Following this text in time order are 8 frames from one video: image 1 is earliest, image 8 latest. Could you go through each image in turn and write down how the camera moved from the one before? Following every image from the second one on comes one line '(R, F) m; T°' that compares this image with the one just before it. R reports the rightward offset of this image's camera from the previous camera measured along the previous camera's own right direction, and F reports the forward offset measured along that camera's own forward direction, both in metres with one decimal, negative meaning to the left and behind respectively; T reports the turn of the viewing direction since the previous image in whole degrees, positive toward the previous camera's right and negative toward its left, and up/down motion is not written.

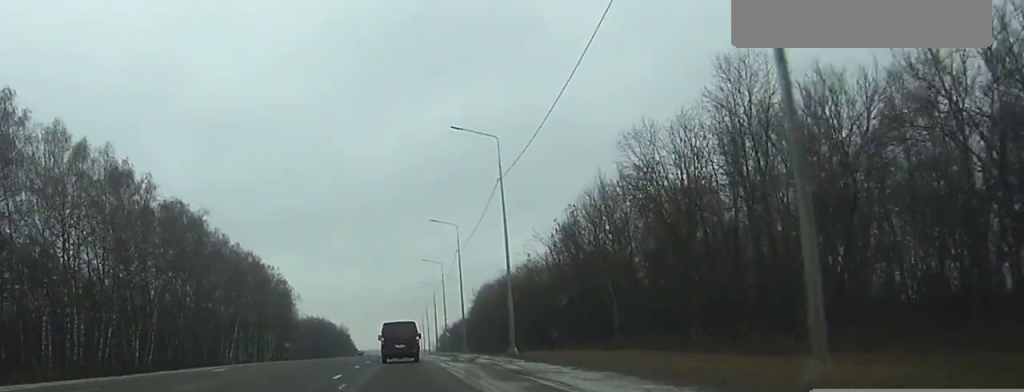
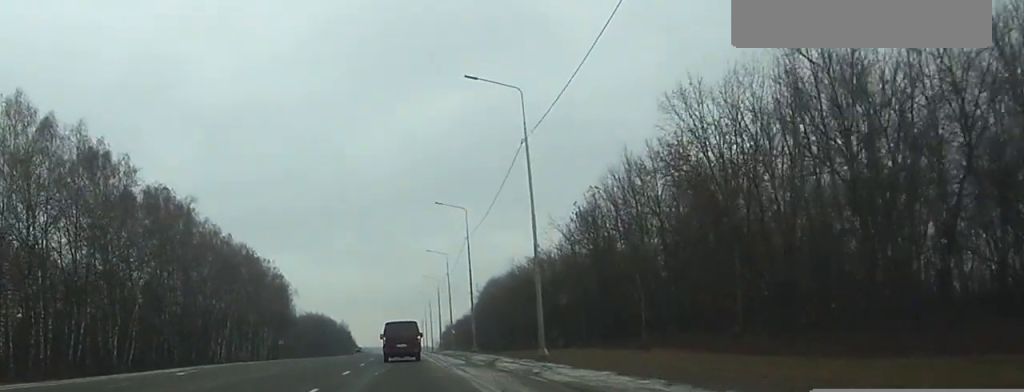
(0.0, +9.0) m; 0°
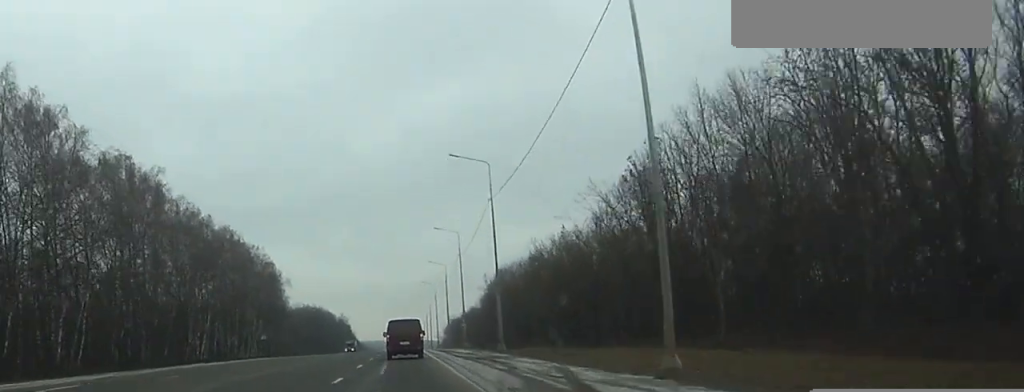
(-0.1, +17.7) m; 0°
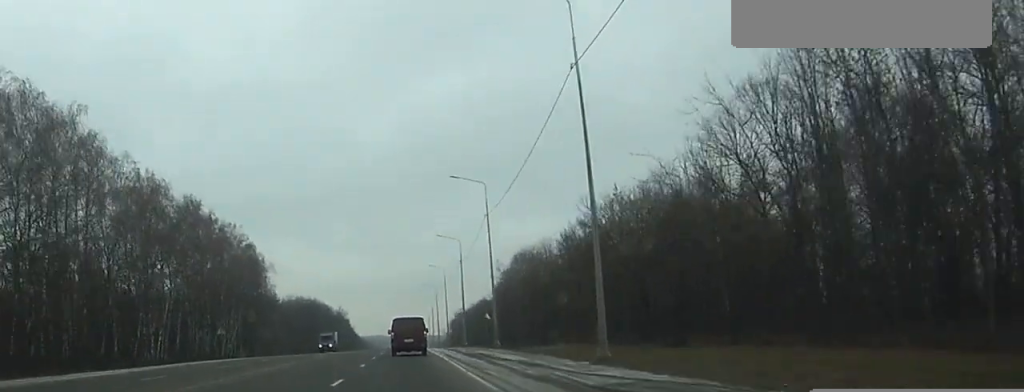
(0.0, +27.1) m; 0°
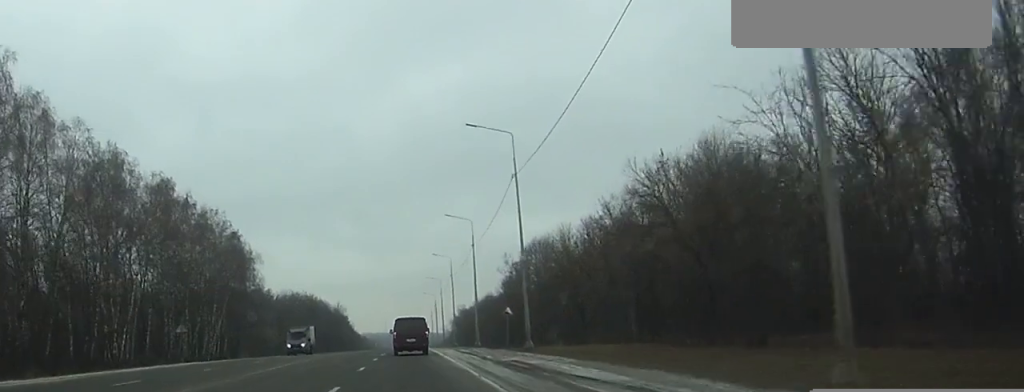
(0.0, +15.5) m; 0°
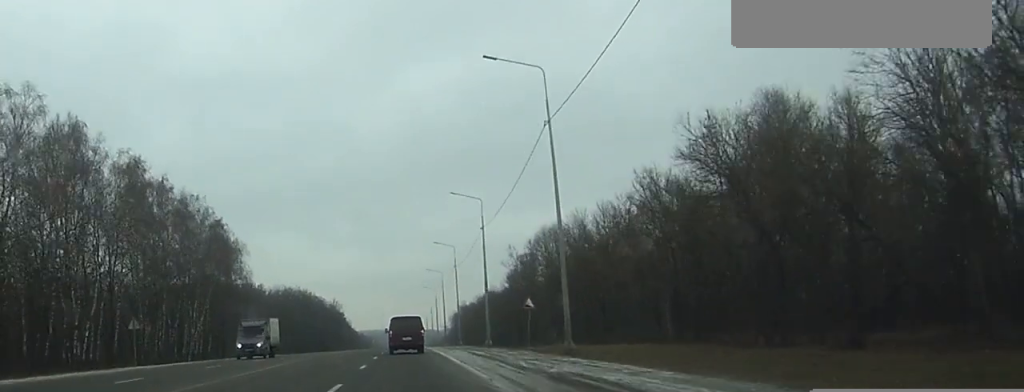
(0.0, +11.8) m; 0°
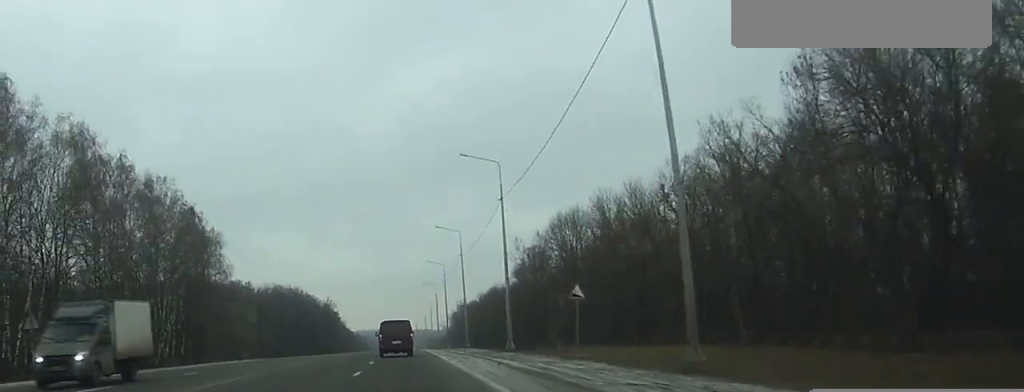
(0.0, +15.9) m; 0°
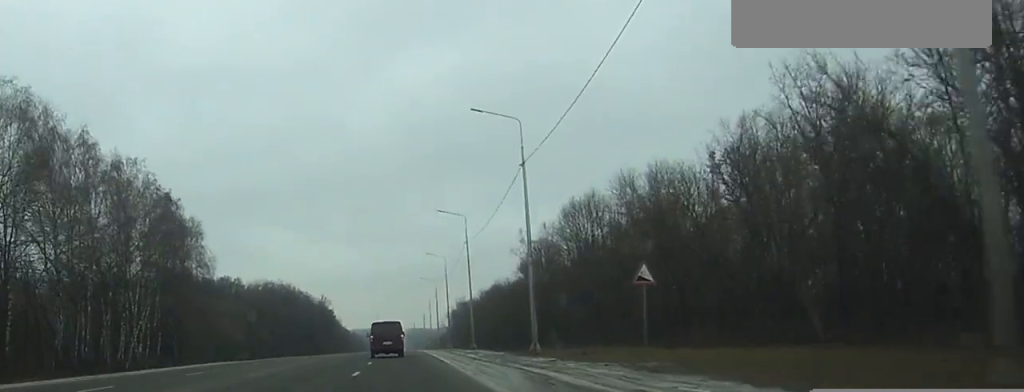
(0.0, +11.4) m; 0°
